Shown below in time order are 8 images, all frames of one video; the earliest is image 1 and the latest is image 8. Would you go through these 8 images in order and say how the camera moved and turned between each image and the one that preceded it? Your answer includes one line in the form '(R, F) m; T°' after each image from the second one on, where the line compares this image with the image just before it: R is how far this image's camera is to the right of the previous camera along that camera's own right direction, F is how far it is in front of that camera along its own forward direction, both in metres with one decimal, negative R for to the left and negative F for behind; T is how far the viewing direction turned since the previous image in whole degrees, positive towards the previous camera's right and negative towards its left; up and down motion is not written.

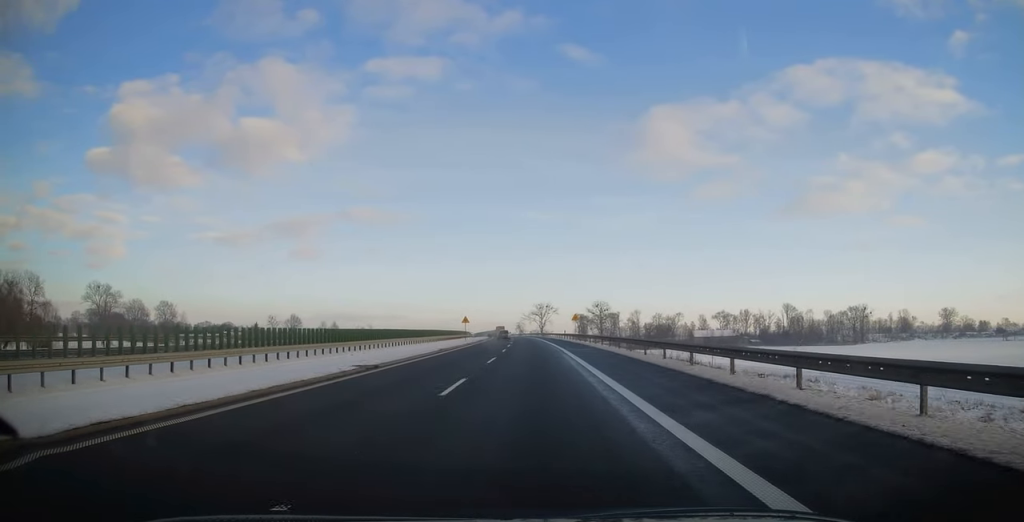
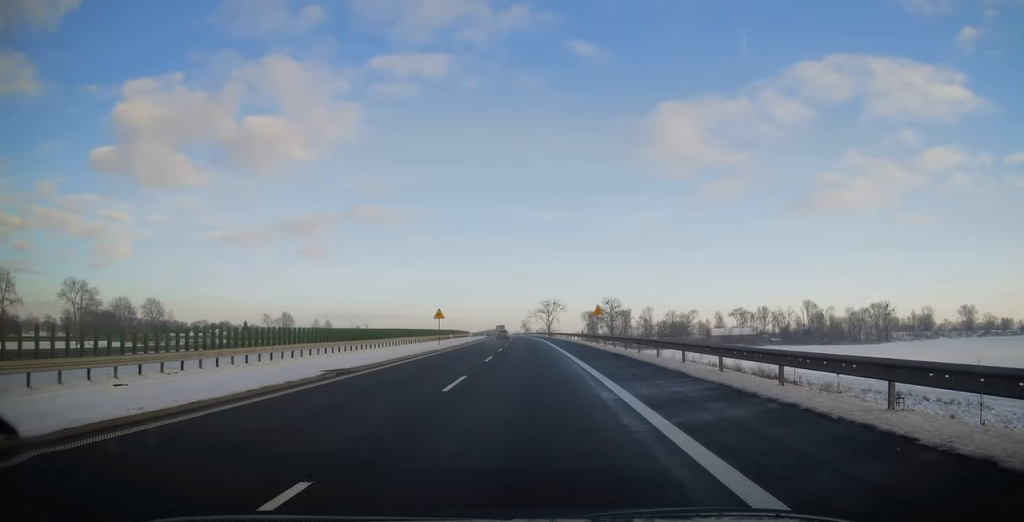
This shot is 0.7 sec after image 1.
(-0.3, +23.2) m; -1°
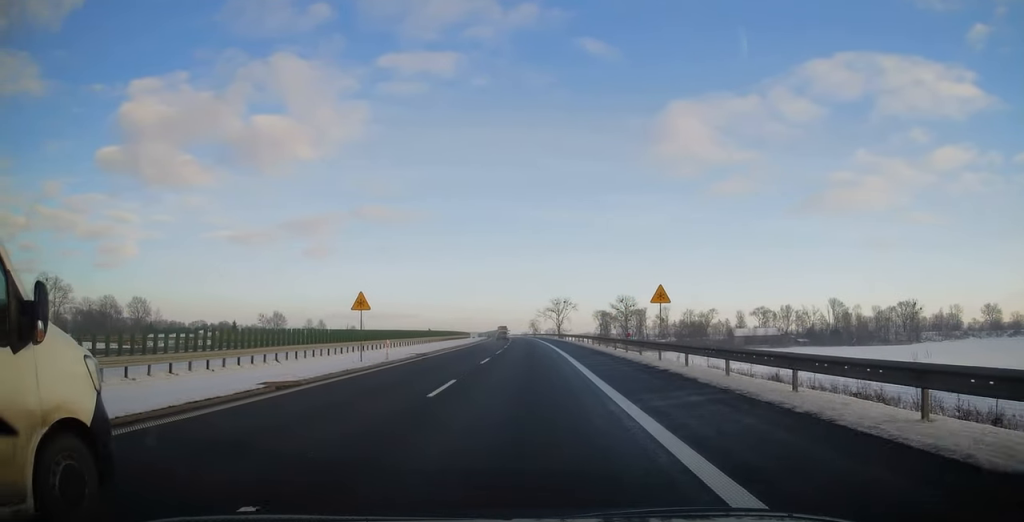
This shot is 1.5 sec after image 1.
(0.0, +24.9) m; 0°
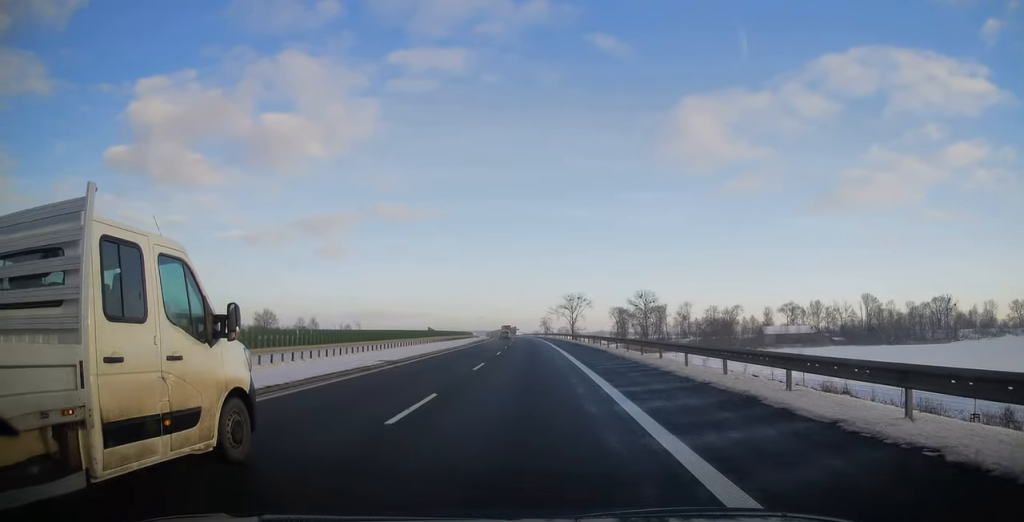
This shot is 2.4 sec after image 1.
(-0.1, +27.5) m; -1°
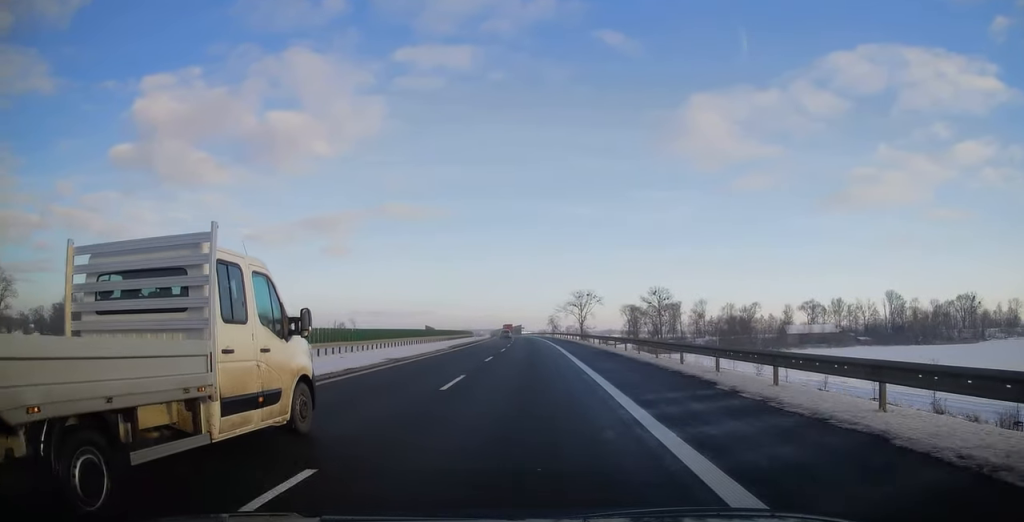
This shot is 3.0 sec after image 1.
(-0.2, +19.1) m; -1°
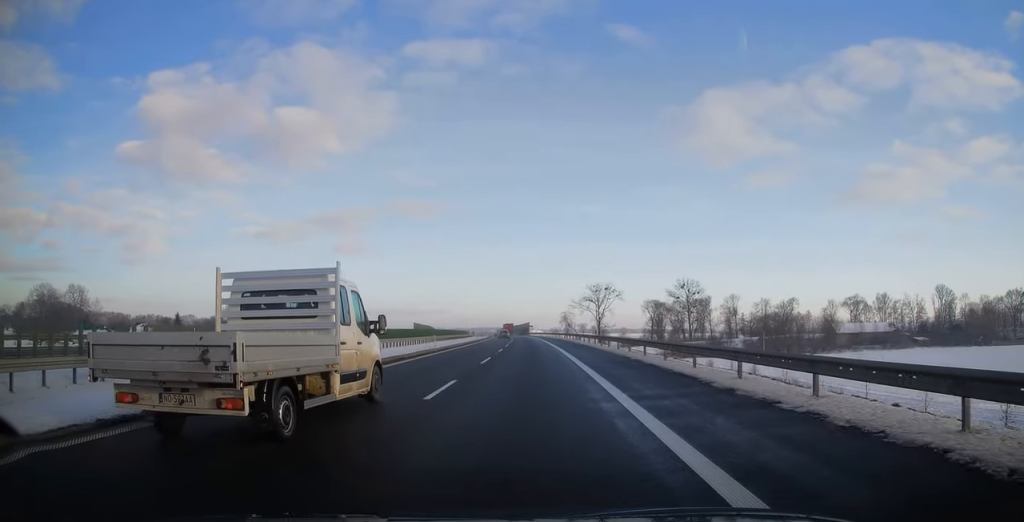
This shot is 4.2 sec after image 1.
(-0.7, +37.7) m; -1°
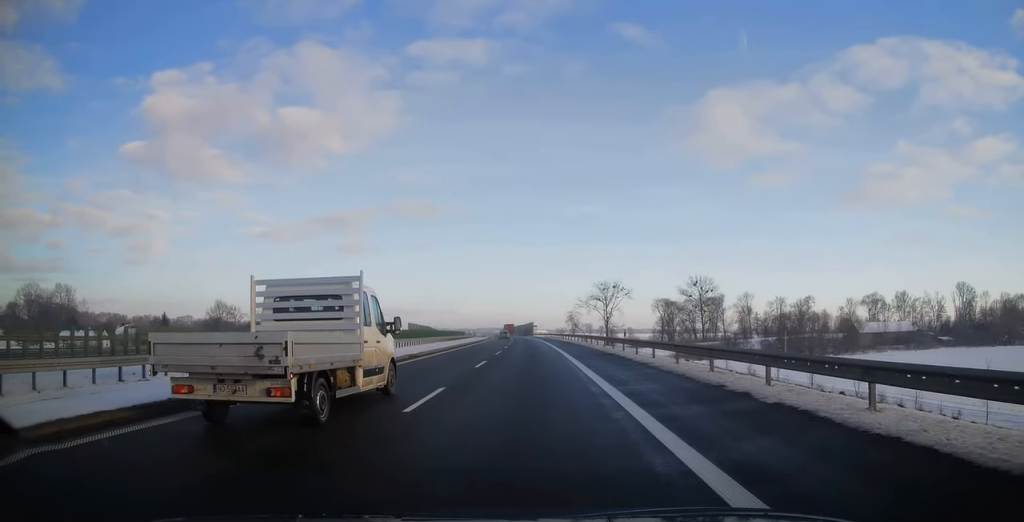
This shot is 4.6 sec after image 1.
(-0.1, +13.8) m; 0°
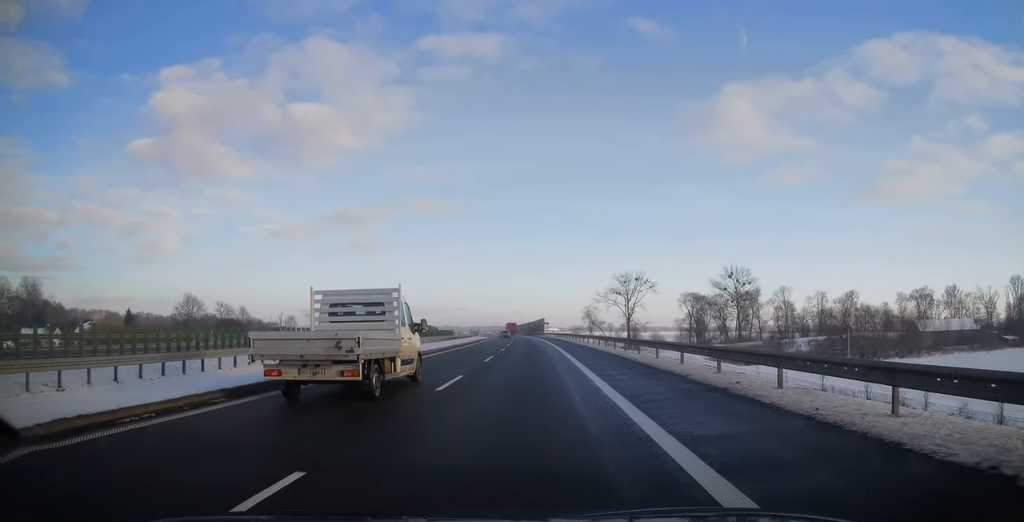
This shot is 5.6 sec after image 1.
(0.0, +32.6) m; -1°
